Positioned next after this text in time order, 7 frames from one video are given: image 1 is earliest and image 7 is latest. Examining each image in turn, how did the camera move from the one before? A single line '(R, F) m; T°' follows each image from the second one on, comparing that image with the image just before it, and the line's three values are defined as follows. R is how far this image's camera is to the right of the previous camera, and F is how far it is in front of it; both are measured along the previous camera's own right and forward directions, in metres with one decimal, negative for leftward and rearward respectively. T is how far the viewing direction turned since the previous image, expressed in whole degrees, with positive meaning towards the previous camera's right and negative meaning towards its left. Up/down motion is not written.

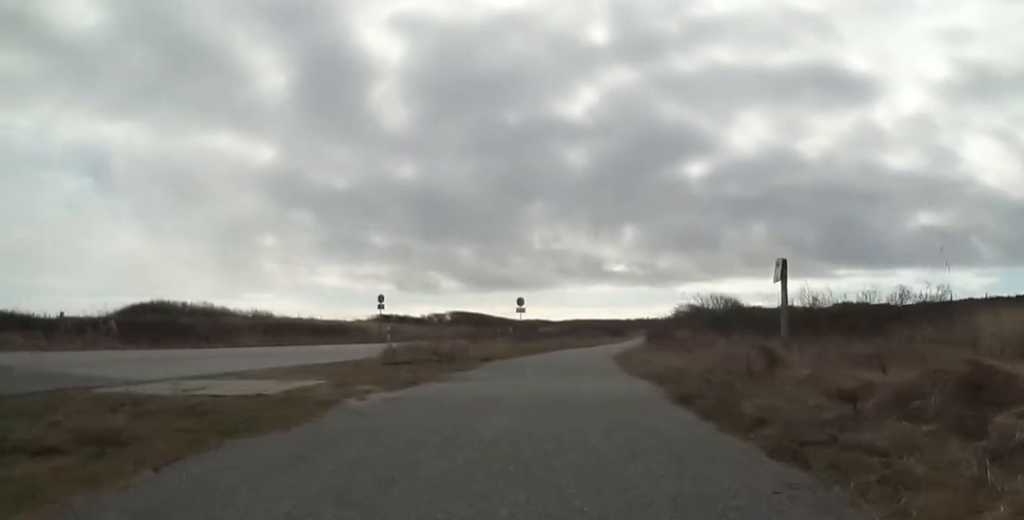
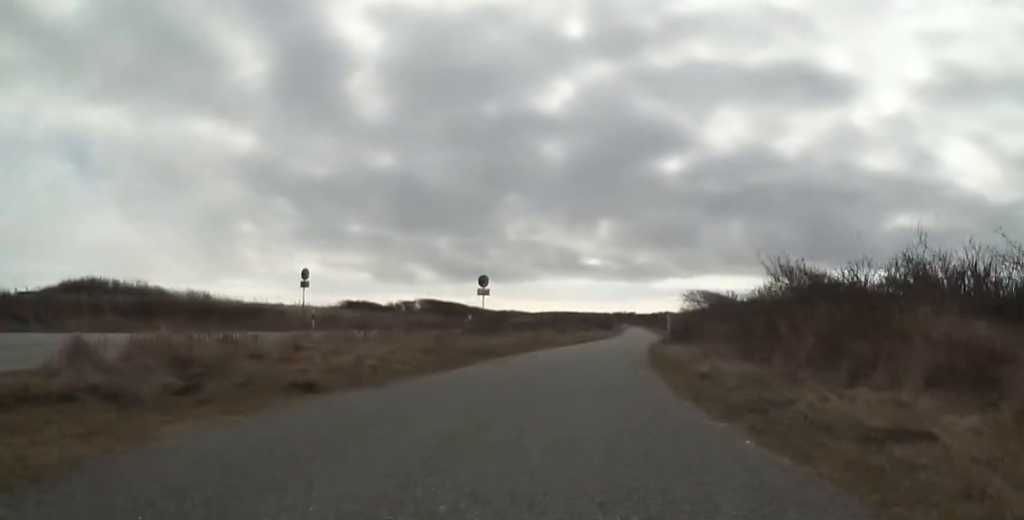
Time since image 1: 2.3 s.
(+0.3, +11.4) m; +8°
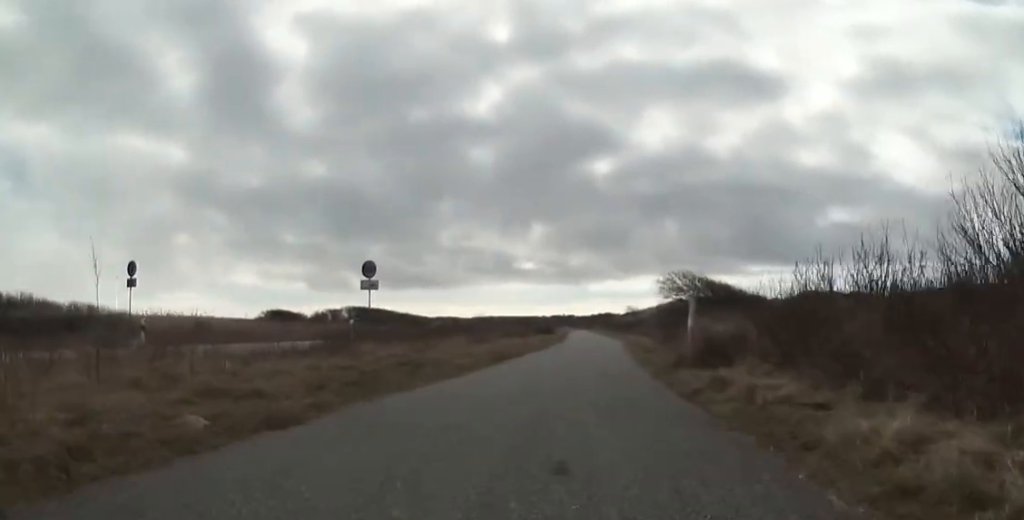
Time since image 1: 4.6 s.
(0.0, +11.6) m; 0°
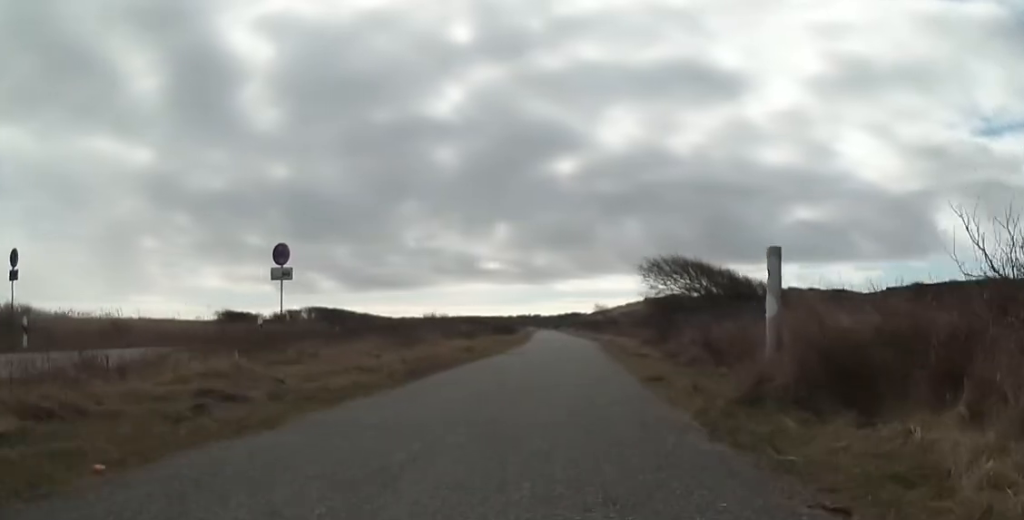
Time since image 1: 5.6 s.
(0.0, +5.3) m; 0°
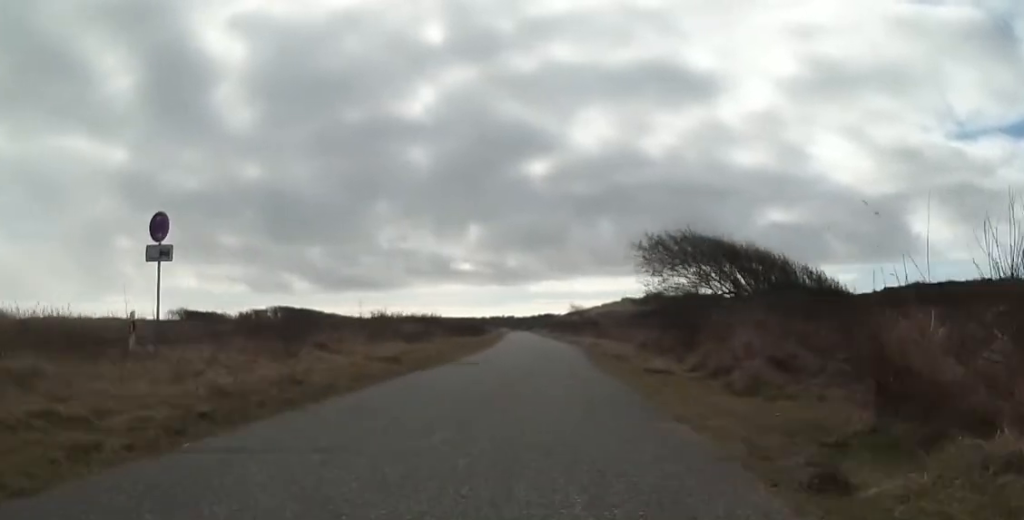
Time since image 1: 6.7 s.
(0.0, +5.7) m; 0°
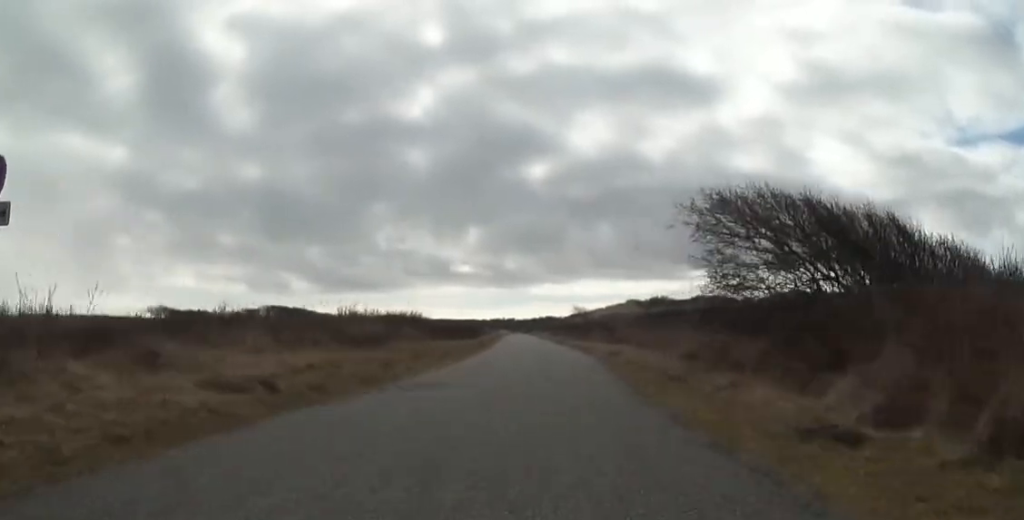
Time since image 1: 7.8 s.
(0.0, +5.6) m; 0°
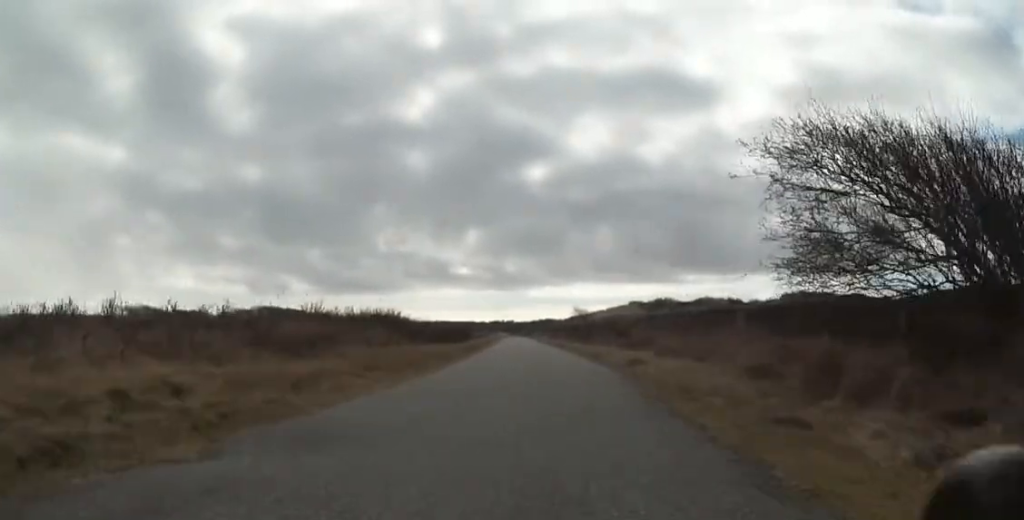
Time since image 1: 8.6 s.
(0.0, +4.0) m; 0°
